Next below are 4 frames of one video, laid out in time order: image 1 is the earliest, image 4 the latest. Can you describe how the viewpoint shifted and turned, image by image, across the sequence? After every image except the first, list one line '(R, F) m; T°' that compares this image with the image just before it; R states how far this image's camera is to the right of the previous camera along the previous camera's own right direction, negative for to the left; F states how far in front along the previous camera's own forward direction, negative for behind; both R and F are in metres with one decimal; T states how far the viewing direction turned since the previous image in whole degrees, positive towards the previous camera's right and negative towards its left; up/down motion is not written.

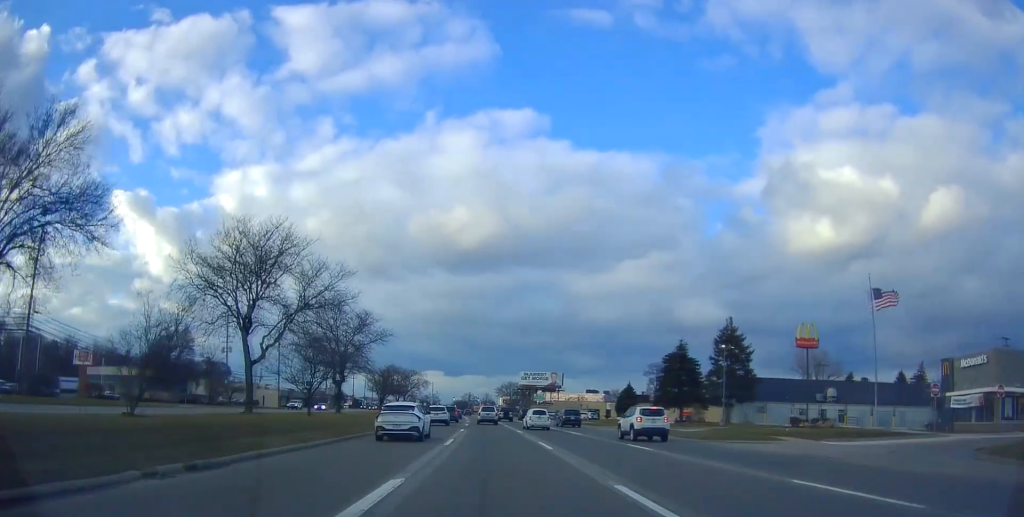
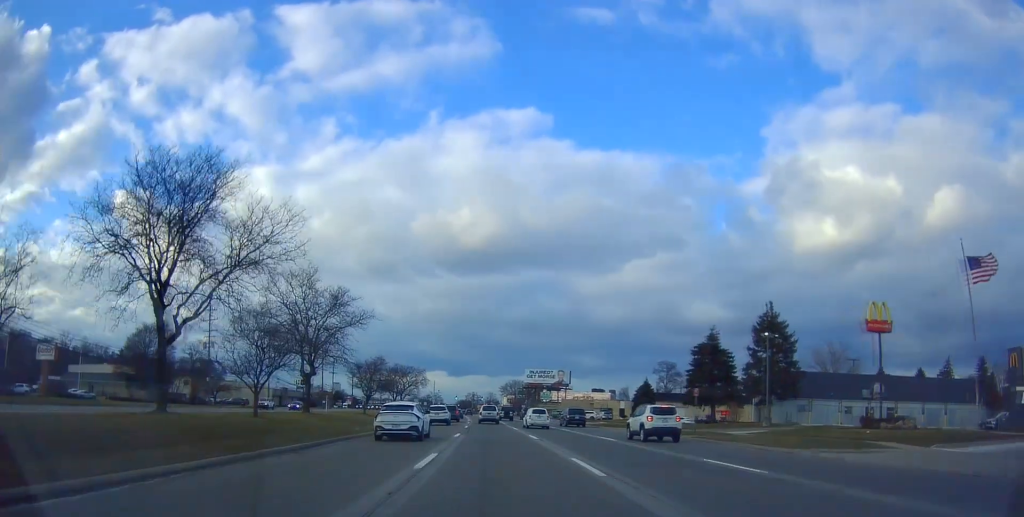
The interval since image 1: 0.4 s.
(0.0, +9.1) m; -1°
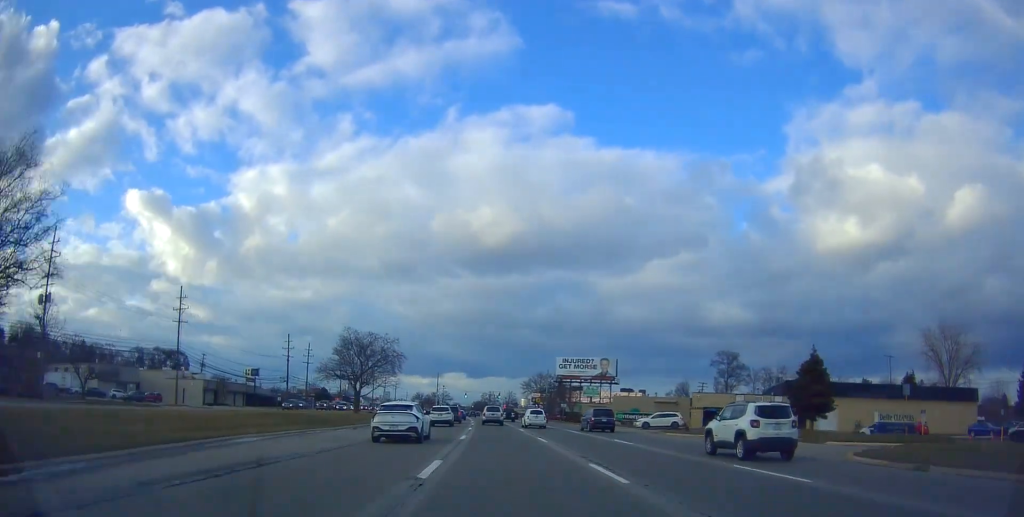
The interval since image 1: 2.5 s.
(-1.8, +47.6) m; -2°
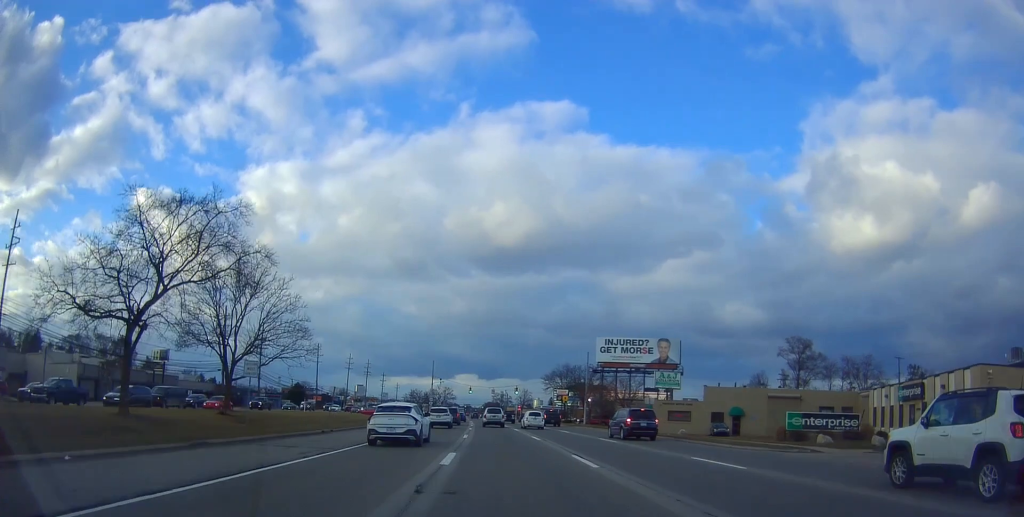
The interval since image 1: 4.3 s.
(-0.3, +41.7) m; -3°
